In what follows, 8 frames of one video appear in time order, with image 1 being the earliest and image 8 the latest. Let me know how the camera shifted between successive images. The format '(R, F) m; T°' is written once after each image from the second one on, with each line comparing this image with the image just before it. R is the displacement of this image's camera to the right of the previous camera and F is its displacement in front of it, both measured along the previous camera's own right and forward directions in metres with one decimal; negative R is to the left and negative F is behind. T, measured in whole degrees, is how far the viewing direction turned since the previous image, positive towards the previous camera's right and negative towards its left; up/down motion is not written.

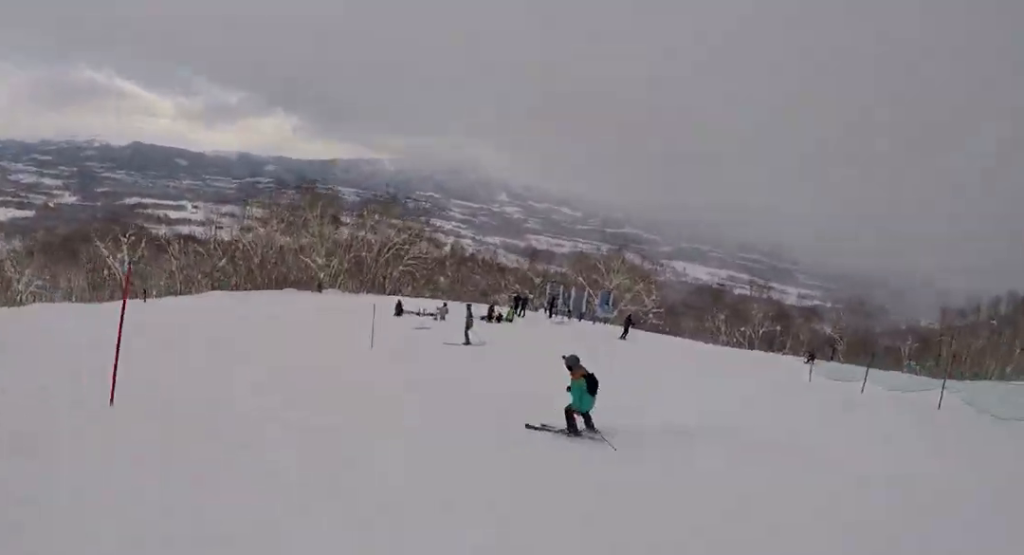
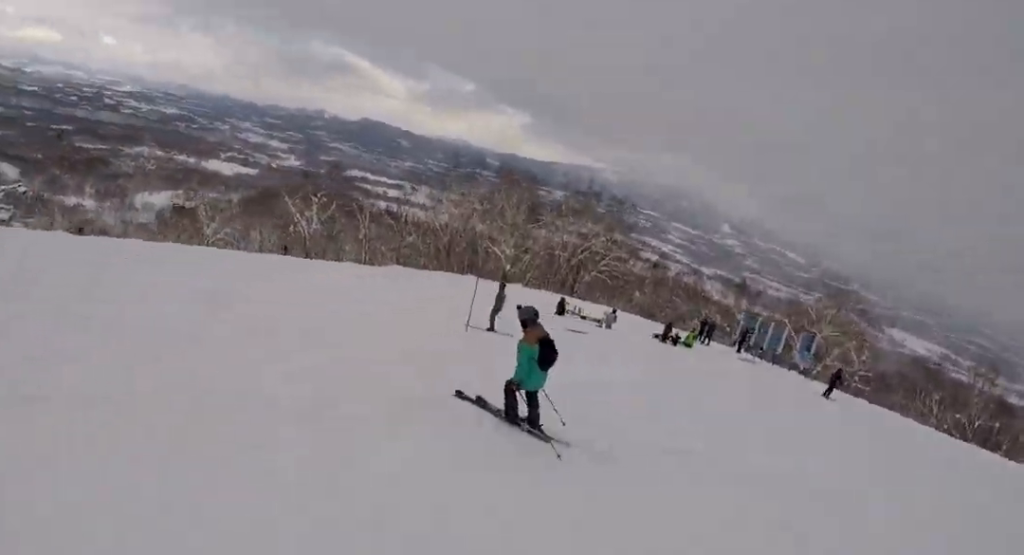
(0.0, +5.7) m; 0°
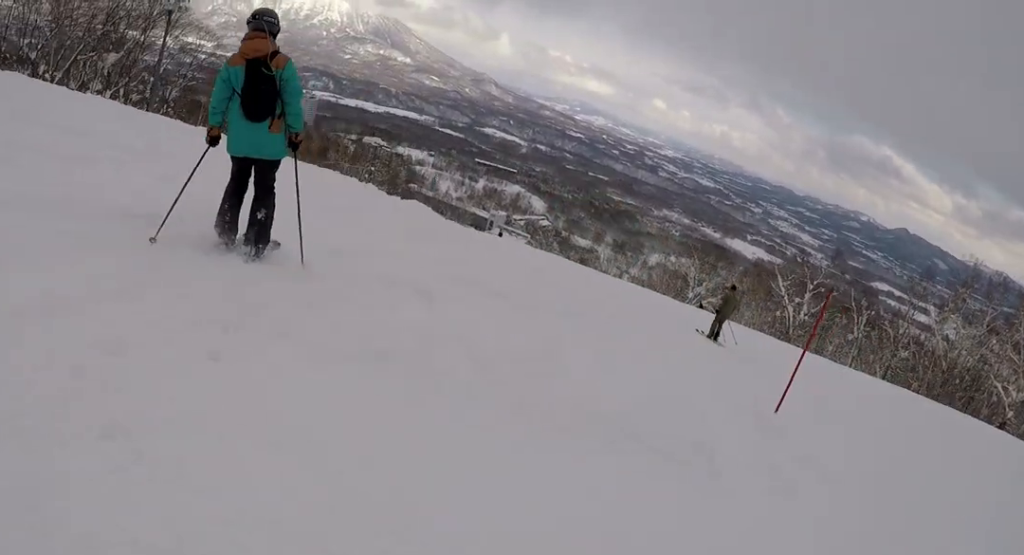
(0.0, +9.1) m; -17°
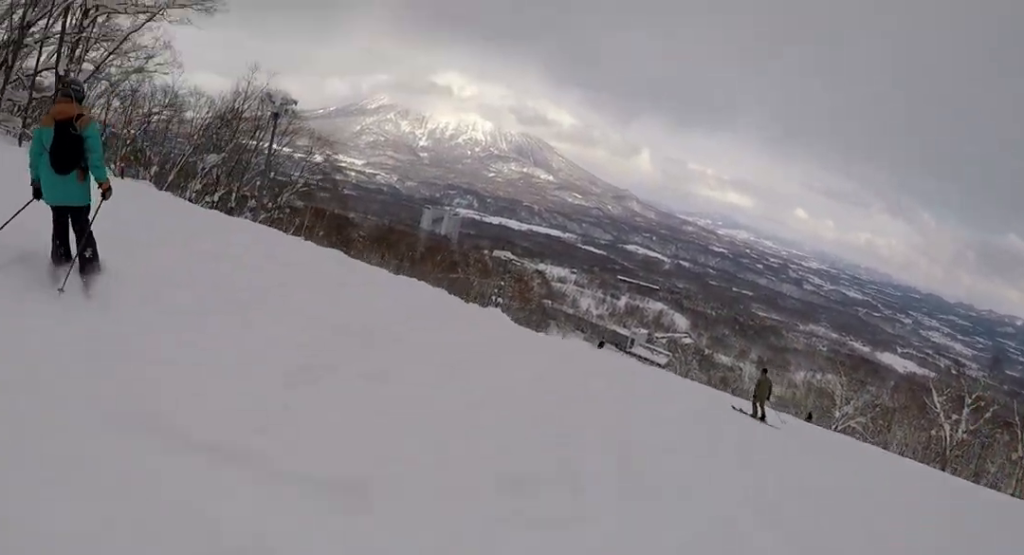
(-2.2, +5.6) m; -36°
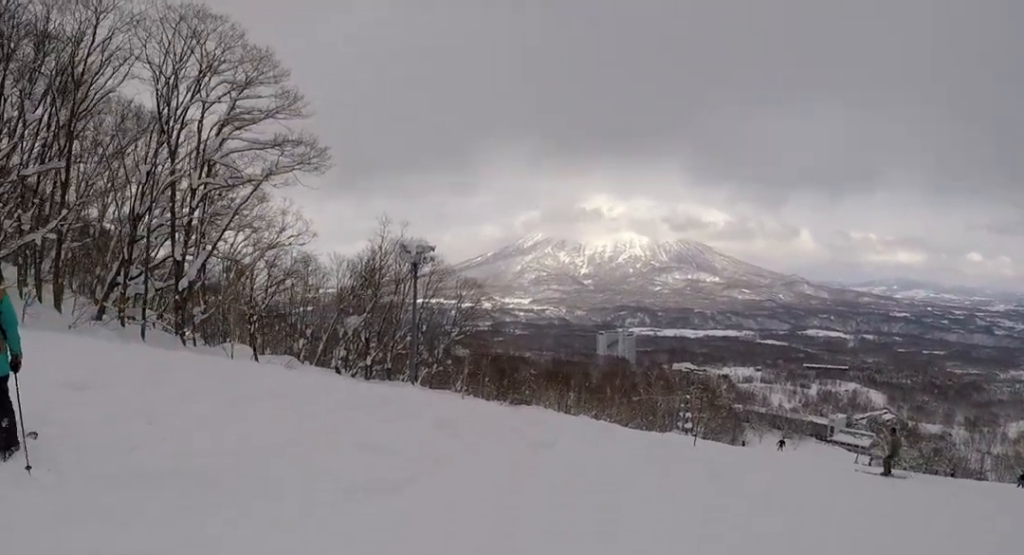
(-2.1, +4.6) m; -38°
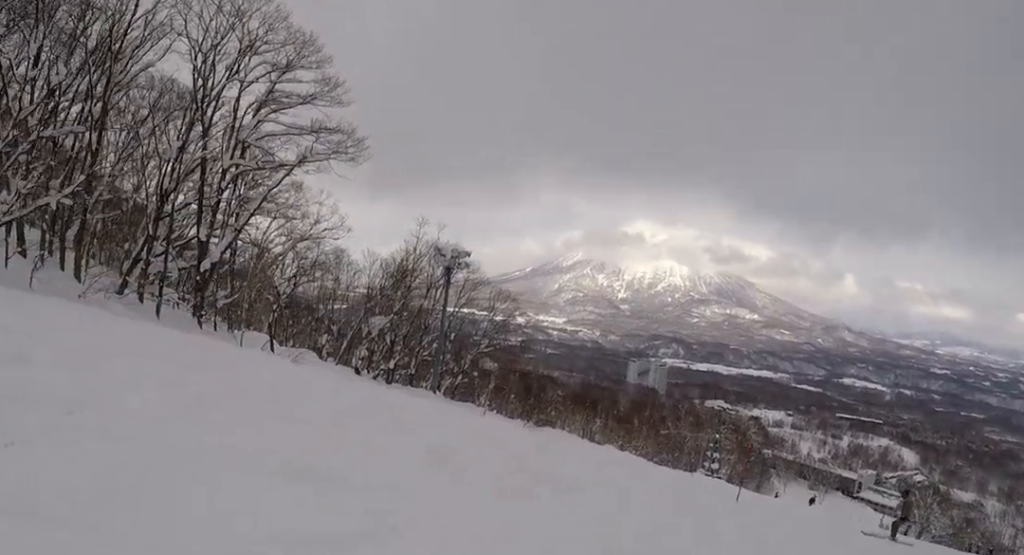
(-0.5, +2.2) m; -9°
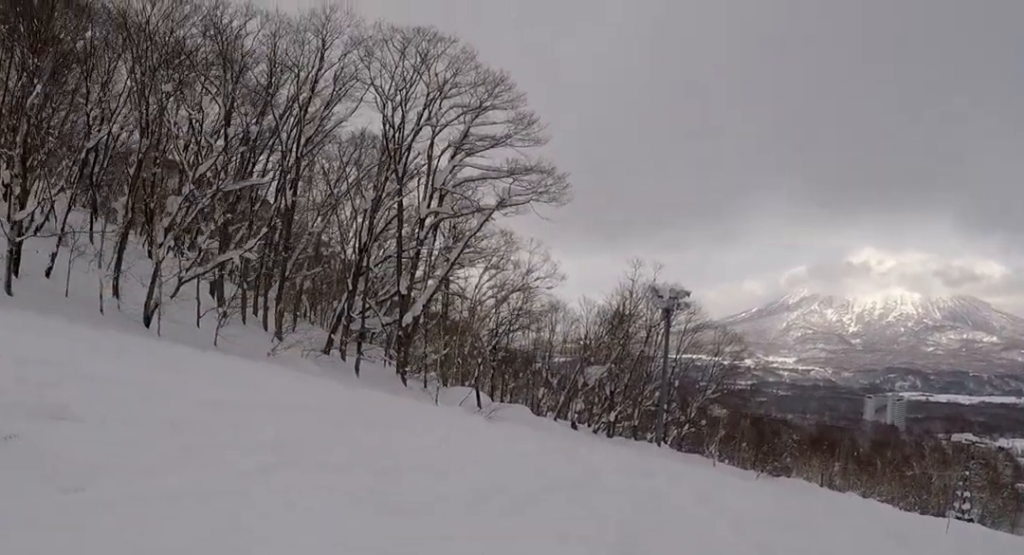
(-0.2, +2.4) m; -4°
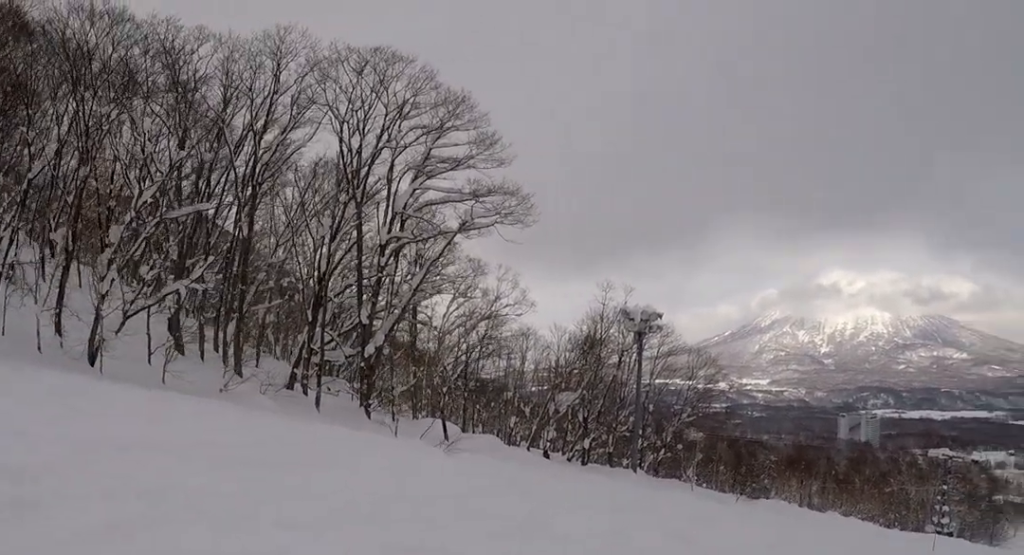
(0.0, +1.3) m; 0°
